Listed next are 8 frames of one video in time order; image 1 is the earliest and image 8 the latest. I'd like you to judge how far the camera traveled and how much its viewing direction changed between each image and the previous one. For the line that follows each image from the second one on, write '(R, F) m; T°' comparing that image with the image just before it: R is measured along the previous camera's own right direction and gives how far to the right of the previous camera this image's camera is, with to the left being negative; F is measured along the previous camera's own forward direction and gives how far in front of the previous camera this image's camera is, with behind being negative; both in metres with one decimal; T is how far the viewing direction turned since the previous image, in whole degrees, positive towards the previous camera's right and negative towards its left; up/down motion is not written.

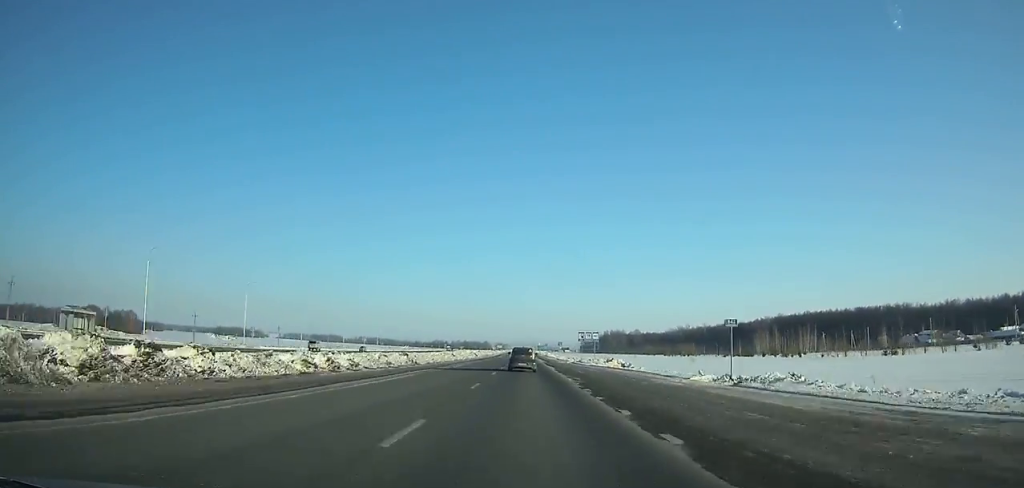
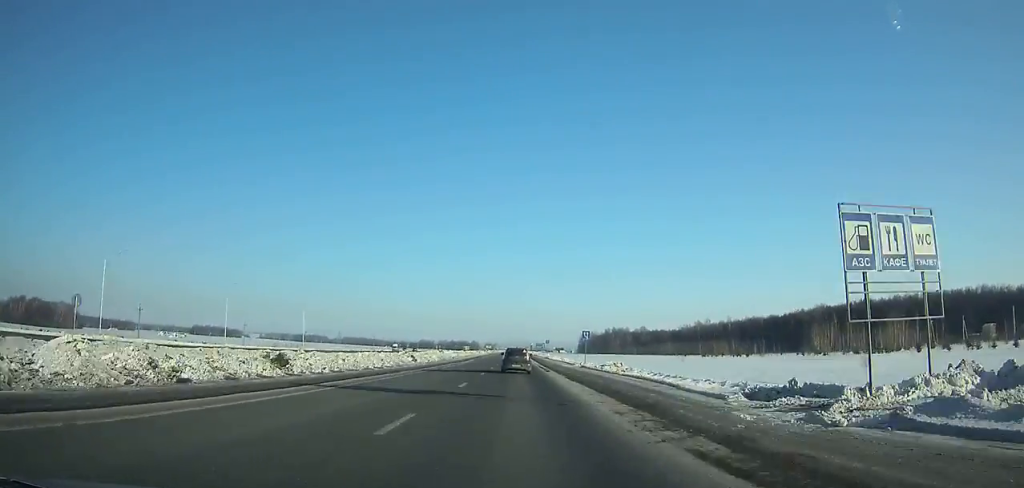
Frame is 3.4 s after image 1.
(+0.1, +68.6) m; 0°
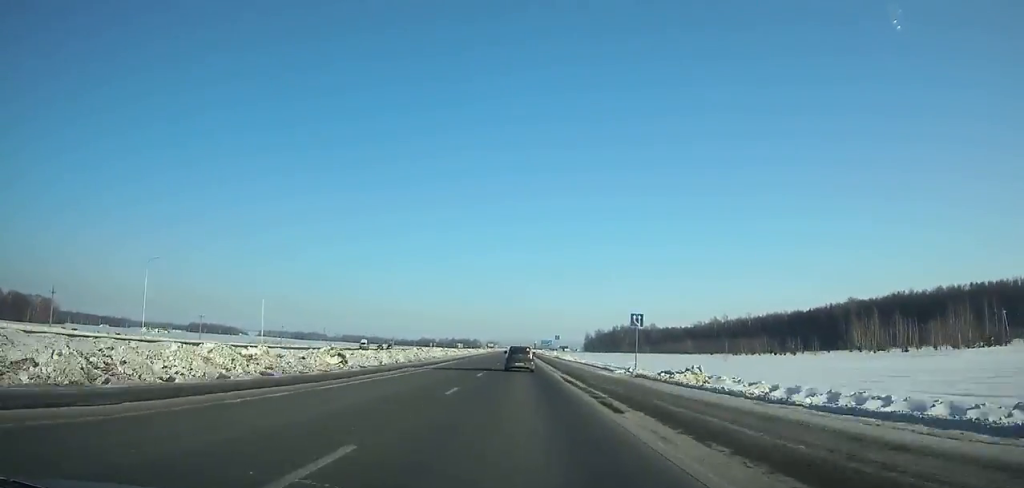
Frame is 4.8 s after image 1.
(0.0, +28.5) m; 0°
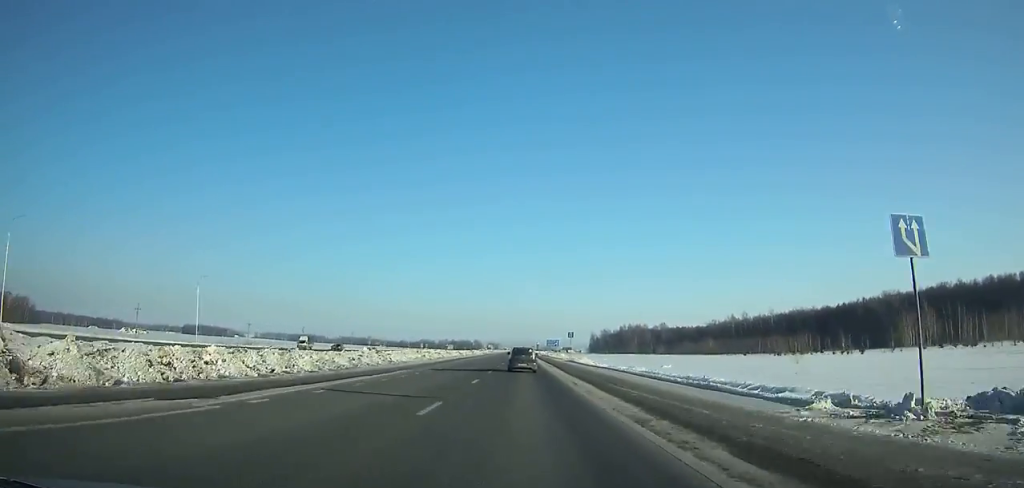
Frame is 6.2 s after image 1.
(+0.1, +28.5) m; 0°
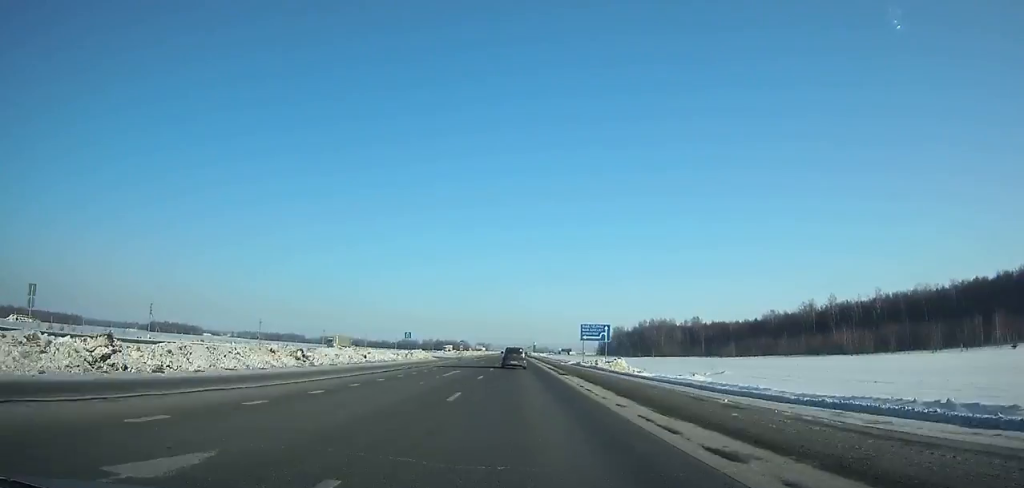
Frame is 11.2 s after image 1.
(+0.5, +102.3) m; +1°
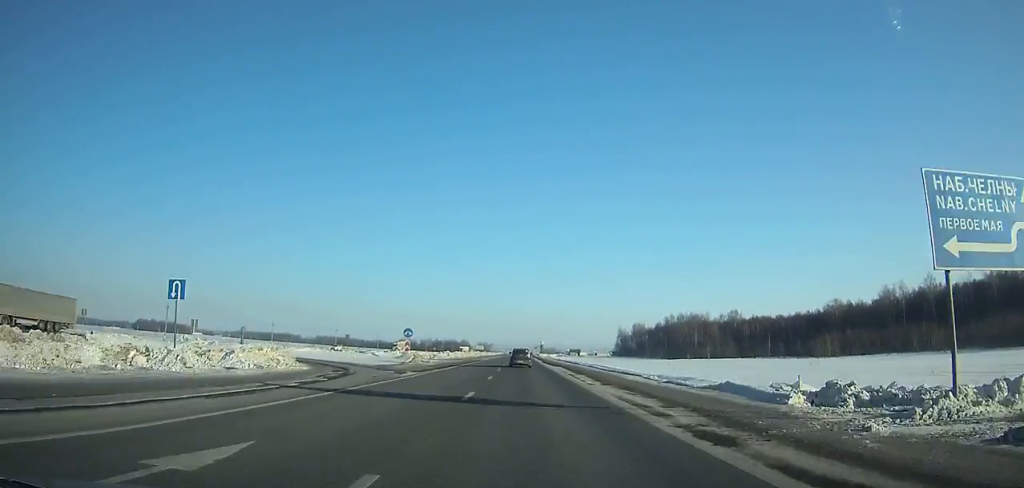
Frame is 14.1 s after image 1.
(+0.5, +59.7) m; 0°
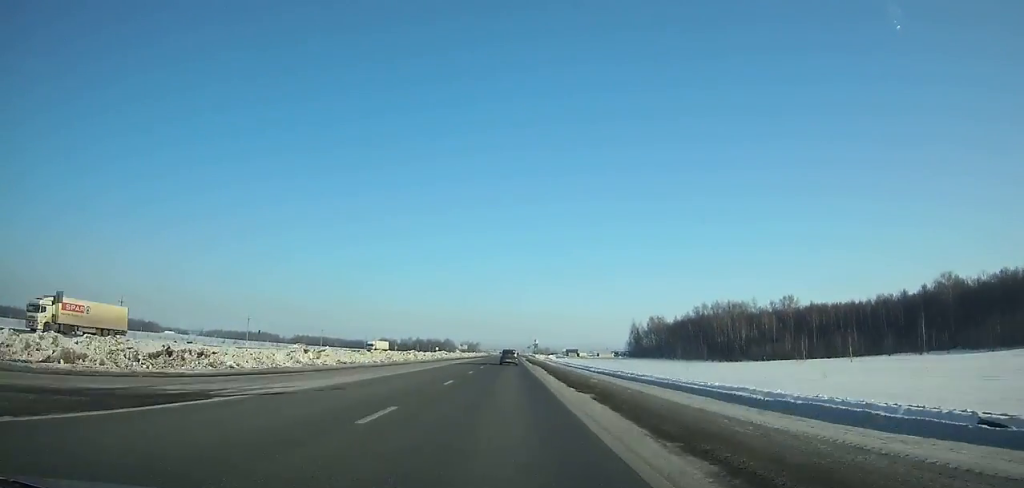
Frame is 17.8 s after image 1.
(-0.2, +77.2) m; -1°
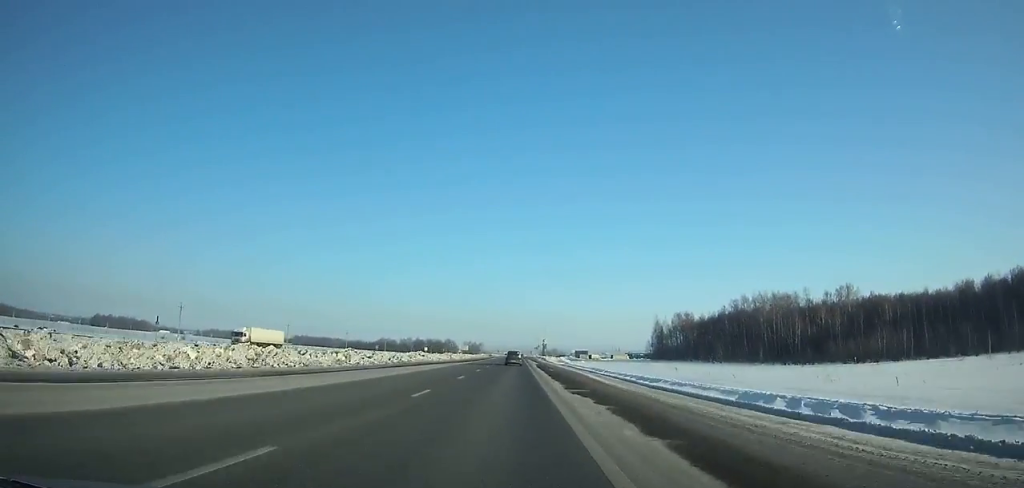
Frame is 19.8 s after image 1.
(-0.2, +42.5) m; 0°
